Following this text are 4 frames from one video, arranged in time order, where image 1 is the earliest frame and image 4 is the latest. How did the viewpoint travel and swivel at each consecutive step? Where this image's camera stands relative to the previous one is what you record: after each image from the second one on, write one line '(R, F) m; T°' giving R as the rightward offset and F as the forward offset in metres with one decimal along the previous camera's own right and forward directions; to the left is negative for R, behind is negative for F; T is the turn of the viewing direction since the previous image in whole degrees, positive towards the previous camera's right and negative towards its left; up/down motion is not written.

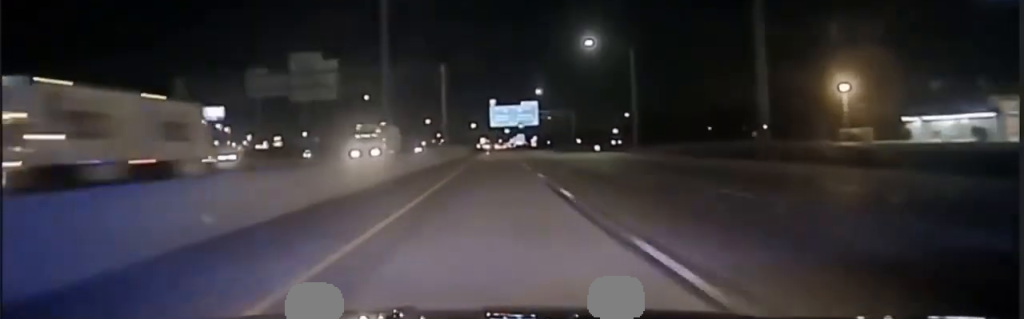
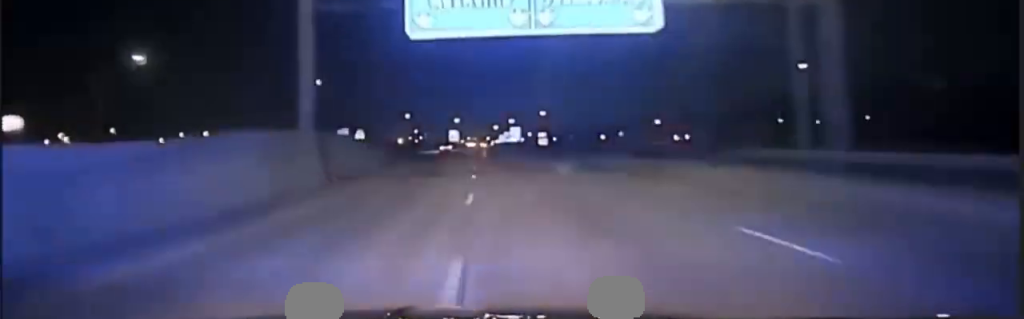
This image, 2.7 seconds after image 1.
(+0.6, +167.4) m; 0°
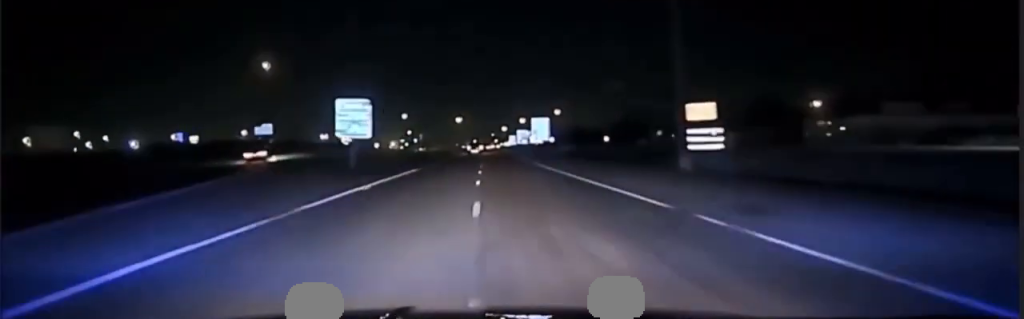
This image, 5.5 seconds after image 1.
(-1.0, +142.3) m; 0°
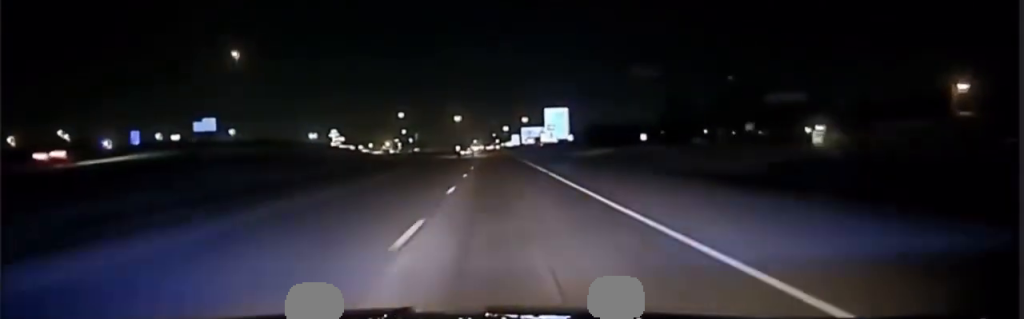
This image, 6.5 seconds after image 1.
(+0.2, +47.9) m; 0°
